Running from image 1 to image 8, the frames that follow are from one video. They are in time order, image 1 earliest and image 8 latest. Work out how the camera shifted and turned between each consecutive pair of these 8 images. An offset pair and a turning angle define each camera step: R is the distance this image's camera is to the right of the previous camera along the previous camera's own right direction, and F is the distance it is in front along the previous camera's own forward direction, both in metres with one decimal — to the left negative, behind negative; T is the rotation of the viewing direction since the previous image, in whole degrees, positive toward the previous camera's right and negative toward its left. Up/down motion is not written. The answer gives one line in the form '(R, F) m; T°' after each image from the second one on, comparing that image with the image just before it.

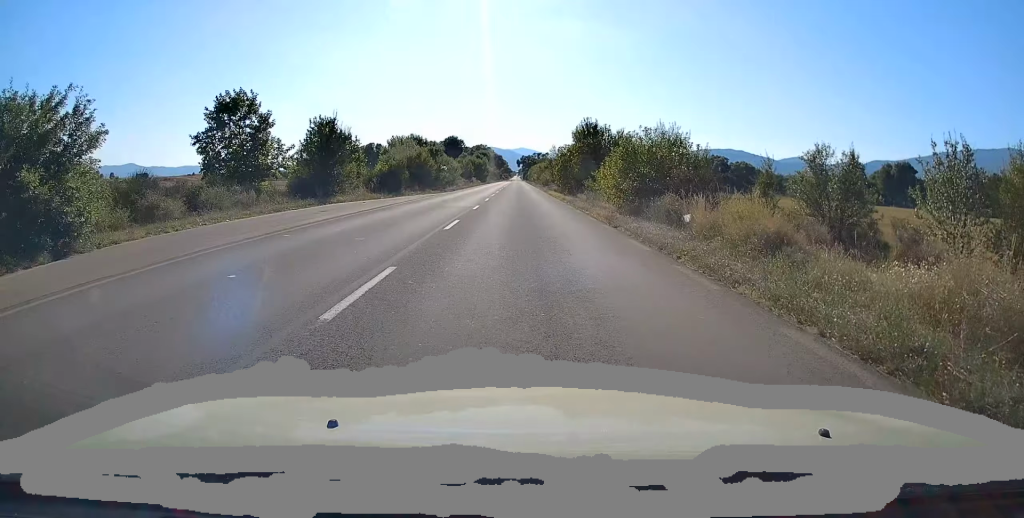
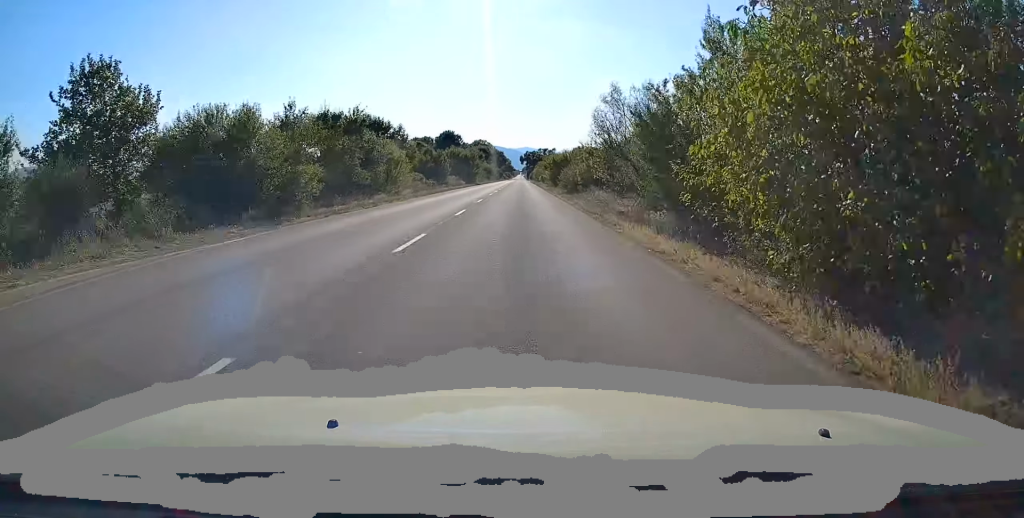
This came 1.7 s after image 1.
(+0.1, +40.0) m; +1°
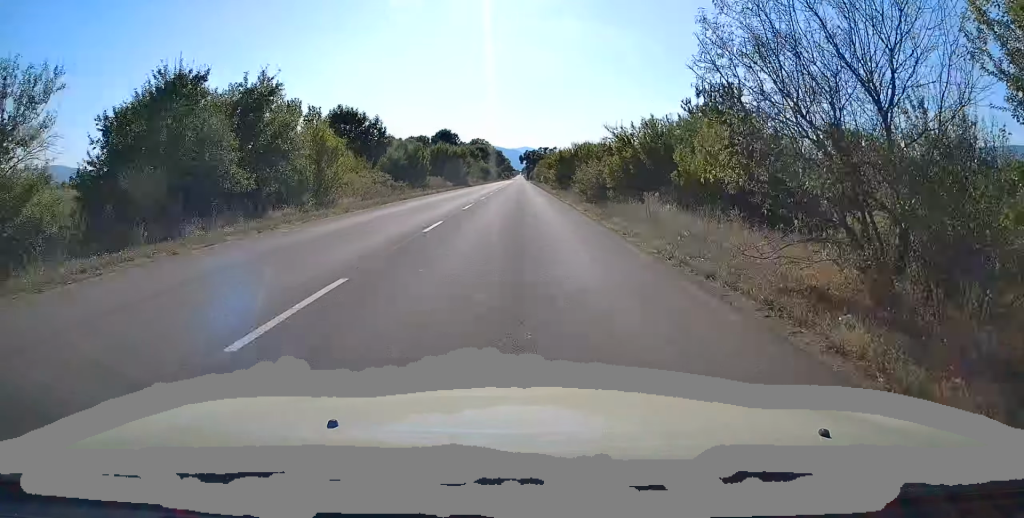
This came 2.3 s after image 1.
(0.0, +14.5) m; 0°
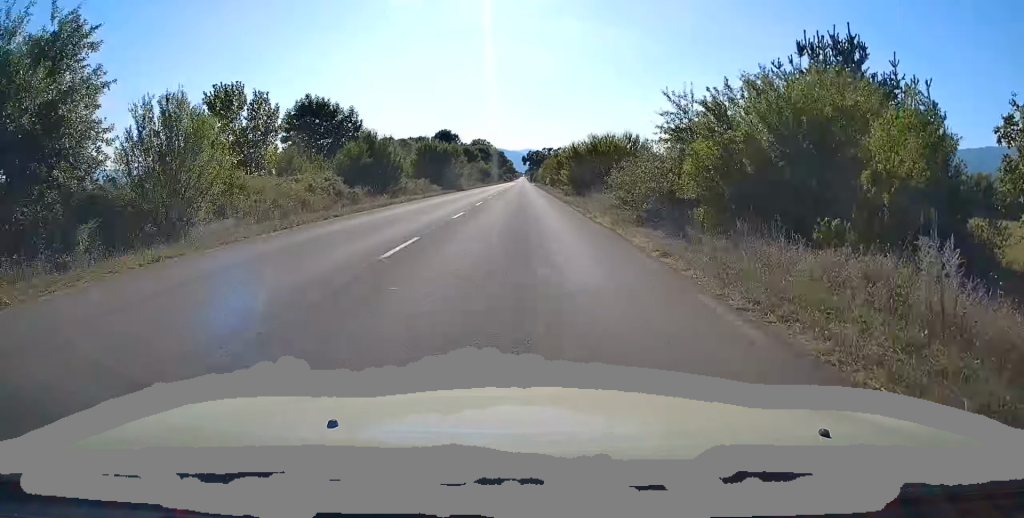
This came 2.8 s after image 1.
(+0.1, +12.9) m; -1°
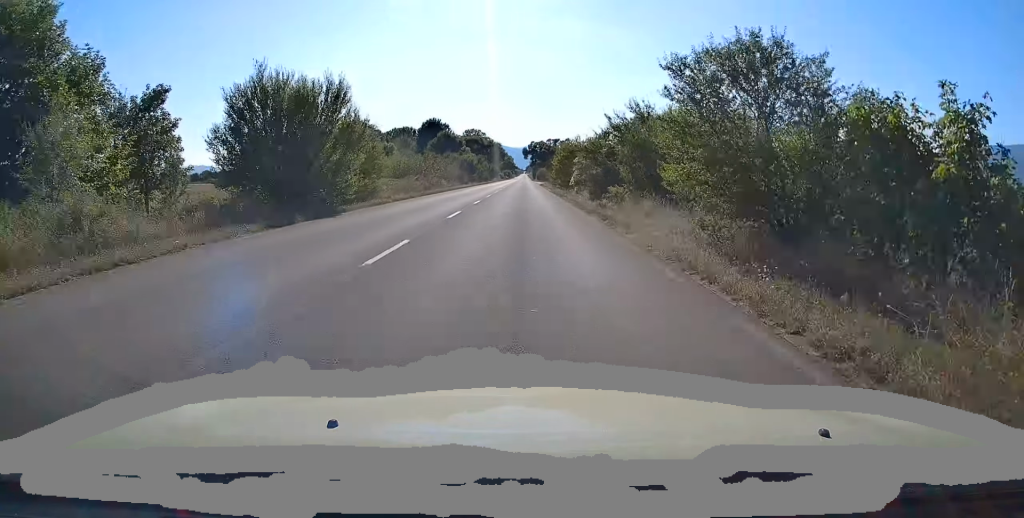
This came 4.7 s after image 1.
(-0.7, +46.0) m; 0°
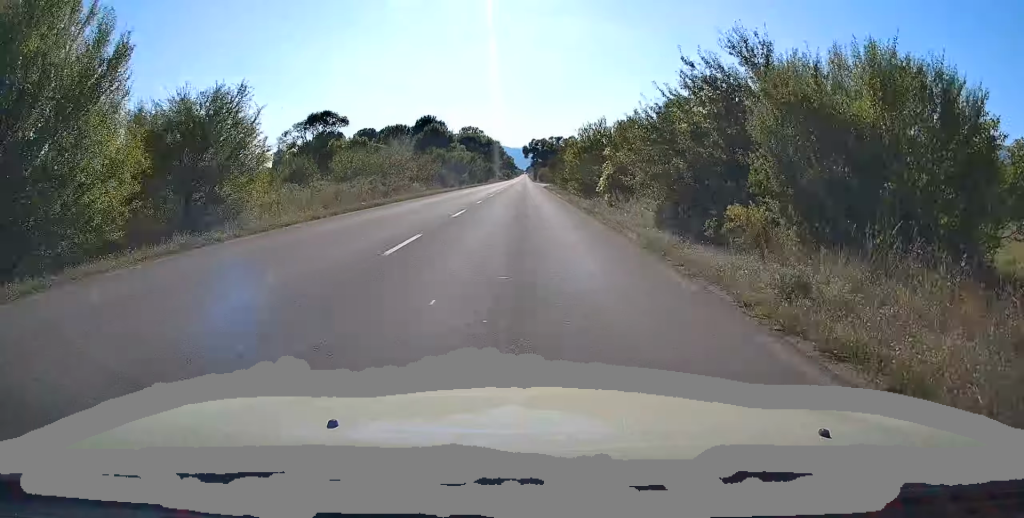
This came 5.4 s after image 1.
(+0.3, +16.8) m; 0°
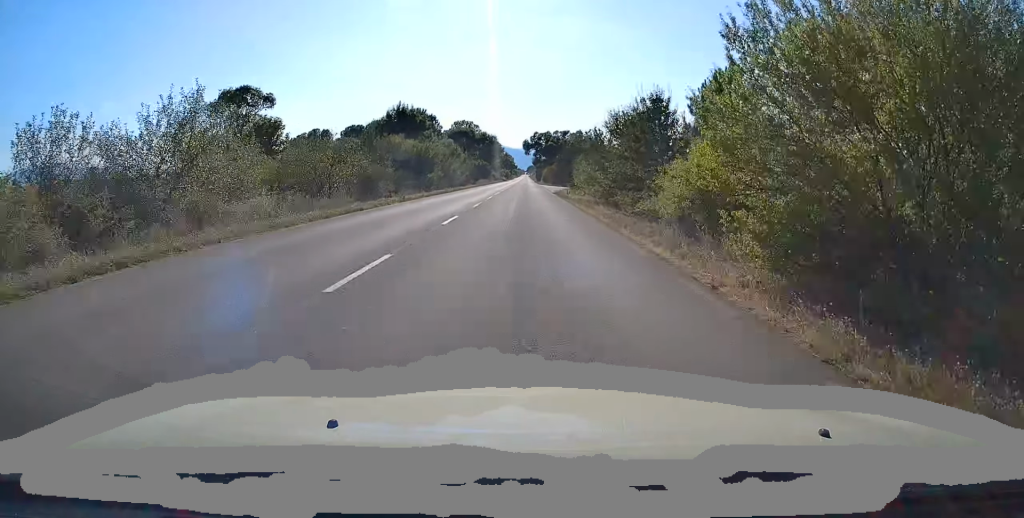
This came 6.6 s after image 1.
(-0.3, +29.6) m; -1°
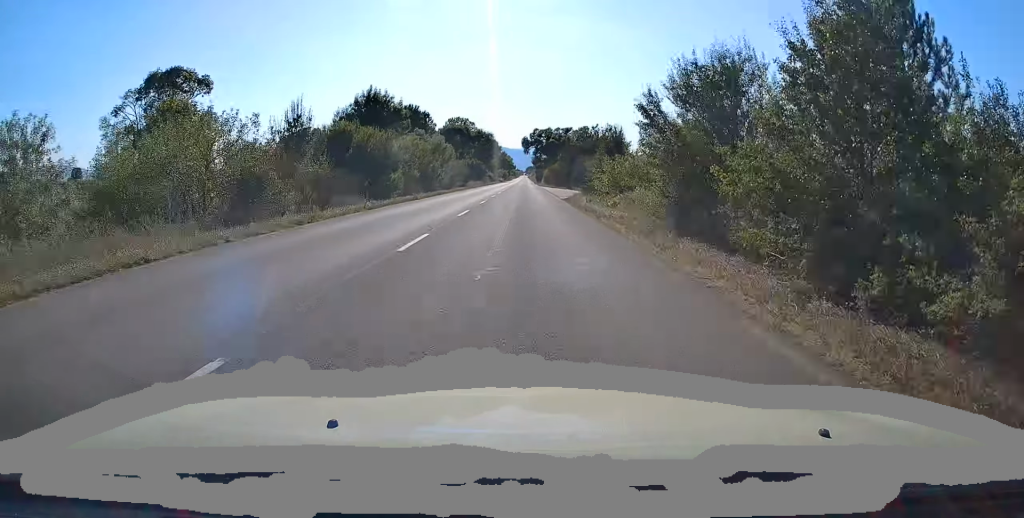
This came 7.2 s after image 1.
(0.0, +14.4) m; 0°
